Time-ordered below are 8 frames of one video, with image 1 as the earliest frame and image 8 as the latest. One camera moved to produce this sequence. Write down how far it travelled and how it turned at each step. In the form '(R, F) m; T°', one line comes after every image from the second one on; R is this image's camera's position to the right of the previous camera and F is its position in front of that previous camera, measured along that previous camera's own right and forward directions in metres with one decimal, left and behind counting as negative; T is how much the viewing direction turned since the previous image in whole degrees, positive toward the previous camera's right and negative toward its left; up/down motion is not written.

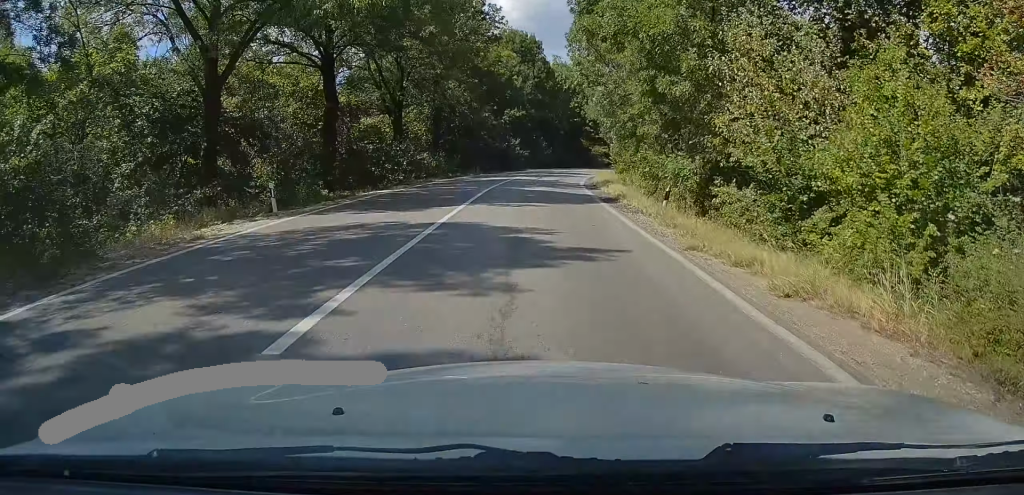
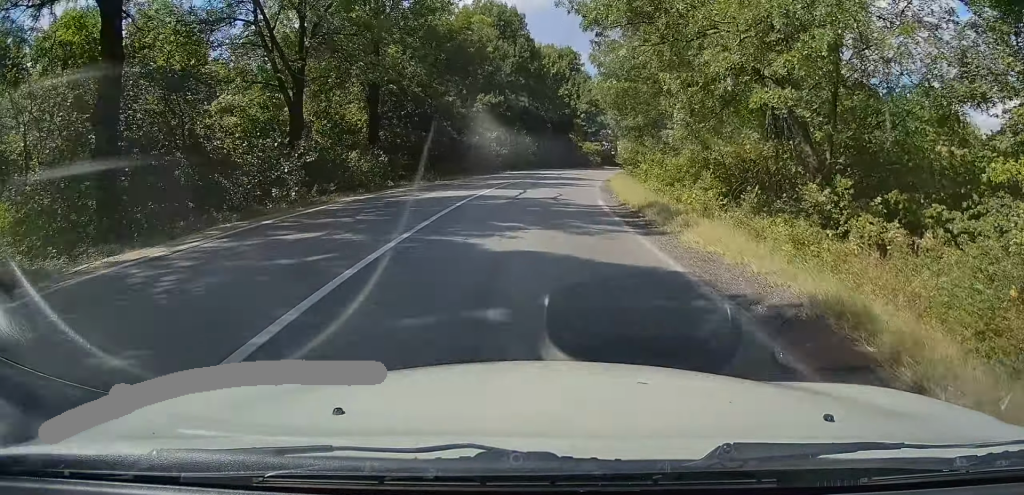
(+0.1, +14.9) m; +1°
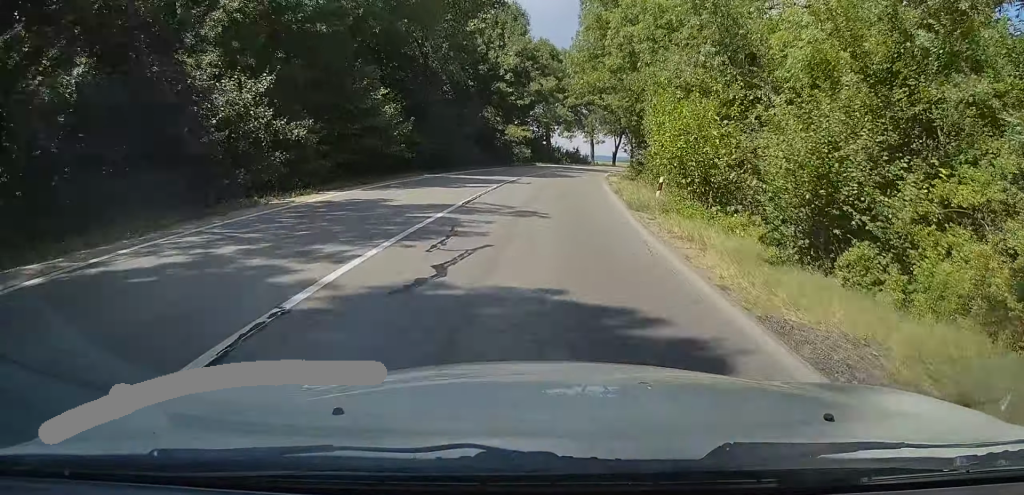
(+0.6, +34.0) m; +3°
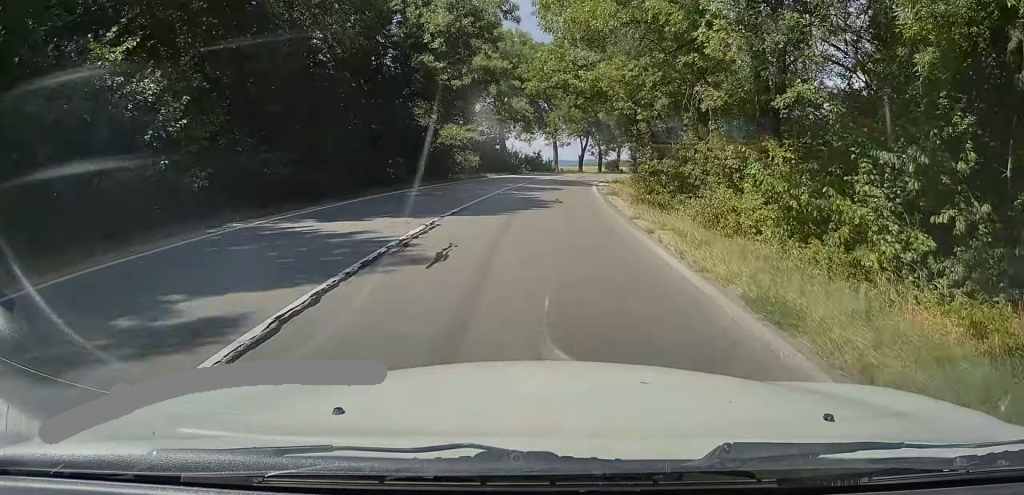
(+0.3, +15.8) m; +3°
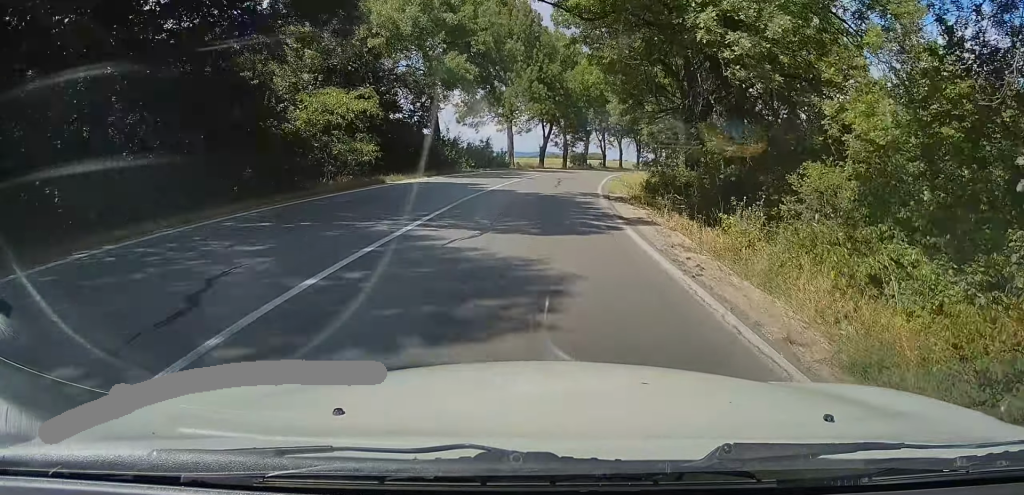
(+0.6, +20.2) m; +5°
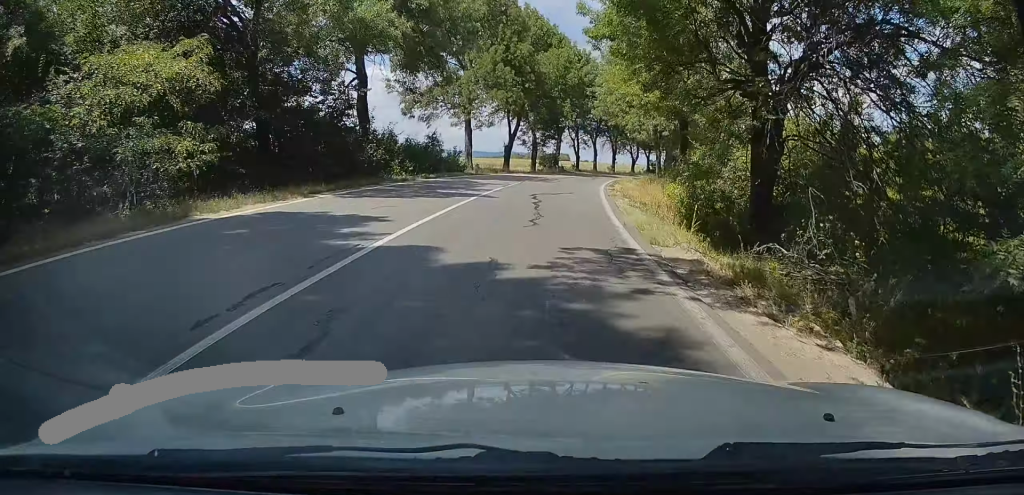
(0.0, +12.0) m; +3°
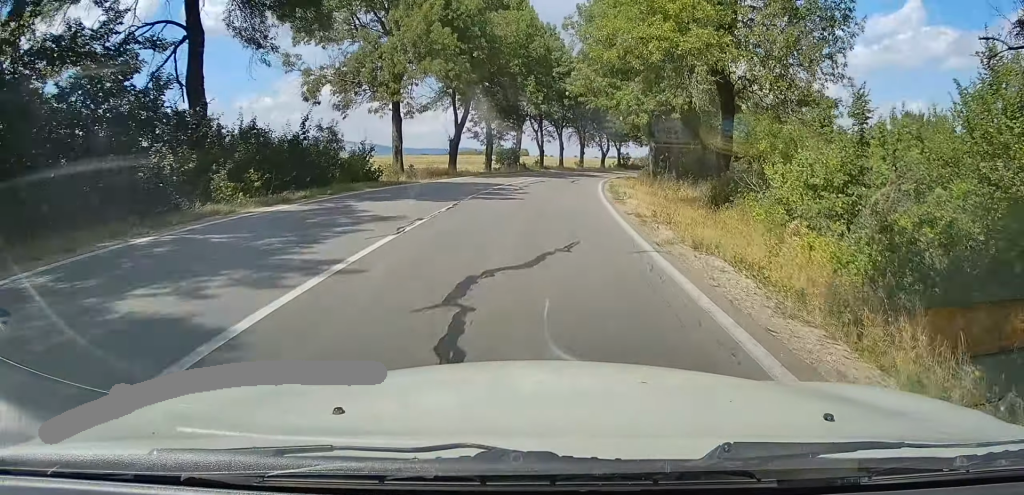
(+0.9, +14.2) m; +4°
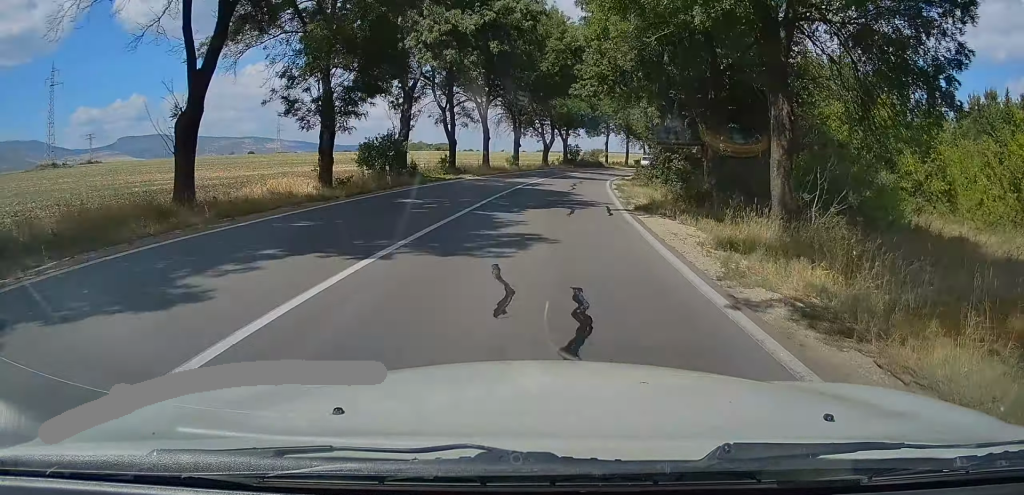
(+2.1, +30.8) m; +8°
